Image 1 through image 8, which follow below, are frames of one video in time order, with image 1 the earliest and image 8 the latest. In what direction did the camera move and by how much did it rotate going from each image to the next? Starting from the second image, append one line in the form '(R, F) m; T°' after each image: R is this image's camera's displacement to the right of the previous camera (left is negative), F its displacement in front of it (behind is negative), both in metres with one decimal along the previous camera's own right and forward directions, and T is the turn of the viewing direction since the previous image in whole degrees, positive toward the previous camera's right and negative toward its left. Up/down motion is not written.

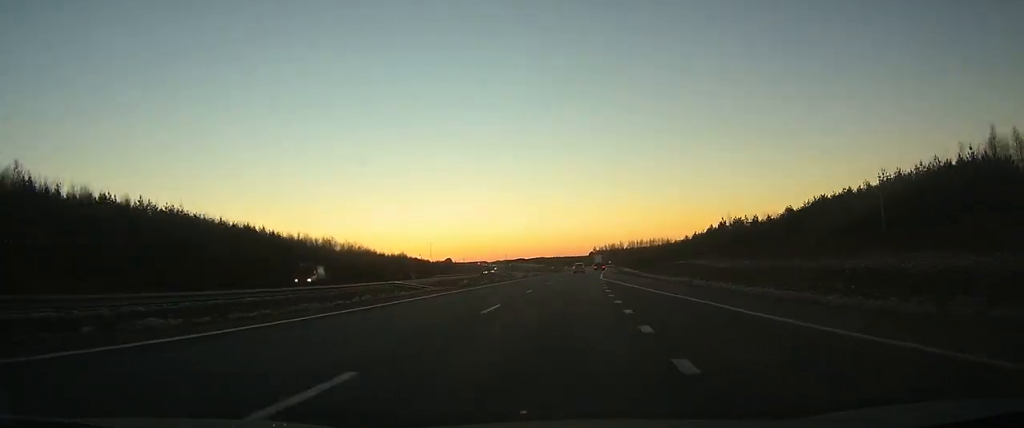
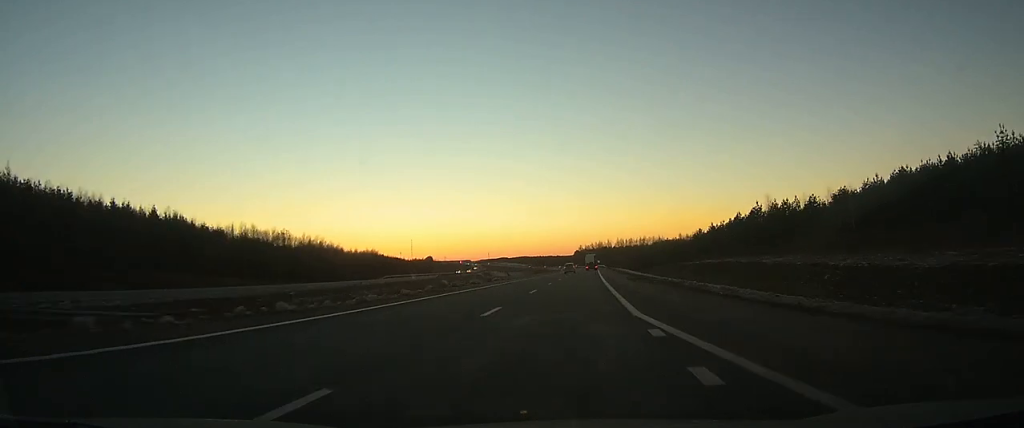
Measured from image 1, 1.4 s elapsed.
(+0.3, +31.0) m; +1°
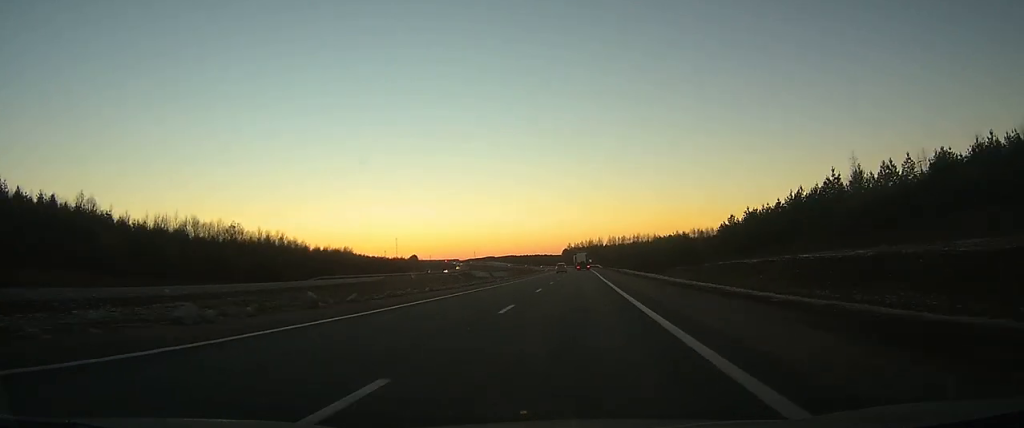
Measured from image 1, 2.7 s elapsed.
(+0.1, +30.2) m; +1°
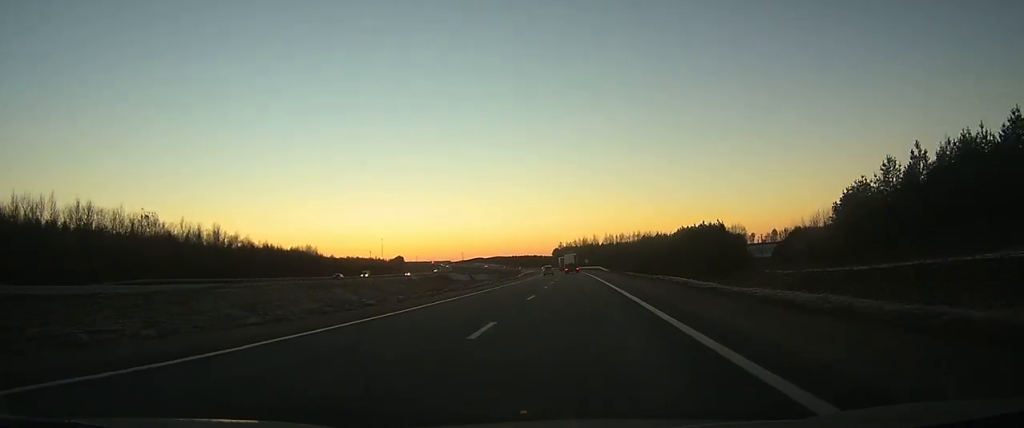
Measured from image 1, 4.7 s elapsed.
(+0.8, +47.1) m; +1°
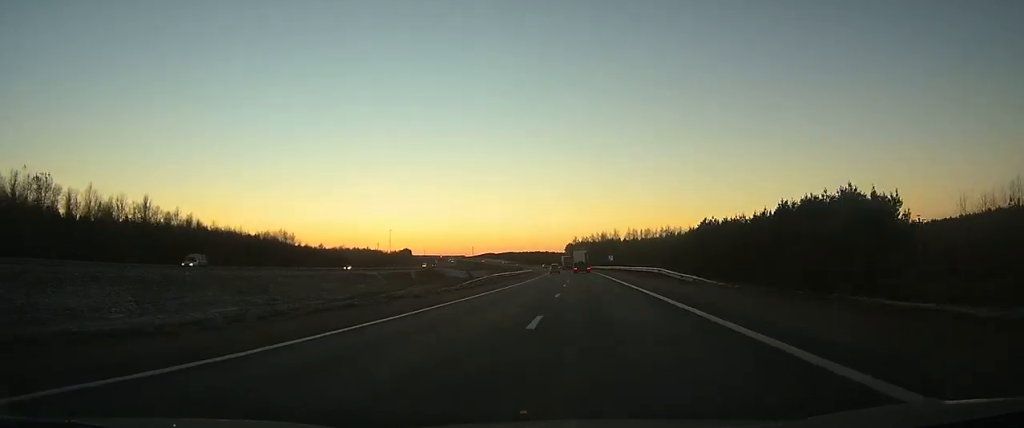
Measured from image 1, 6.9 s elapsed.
(-0.1, +53.7) m; 0°
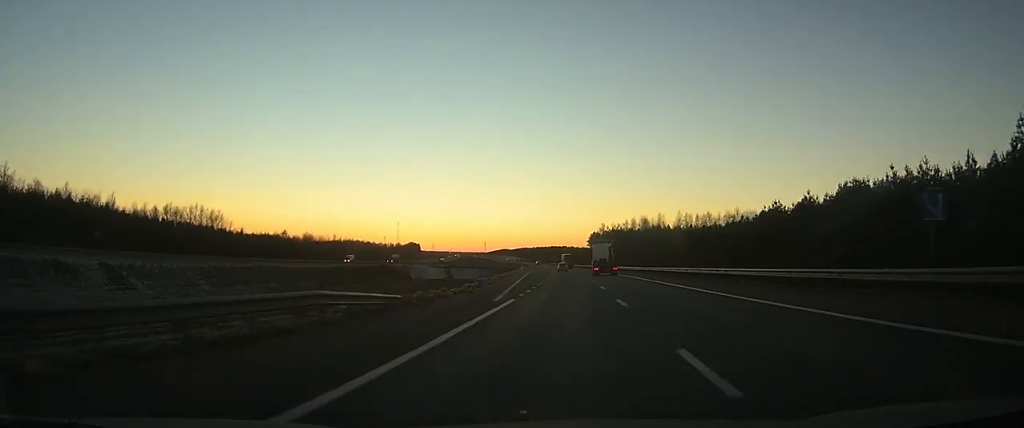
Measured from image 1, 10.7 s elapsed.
(-0.8, +90.6) m; -1°
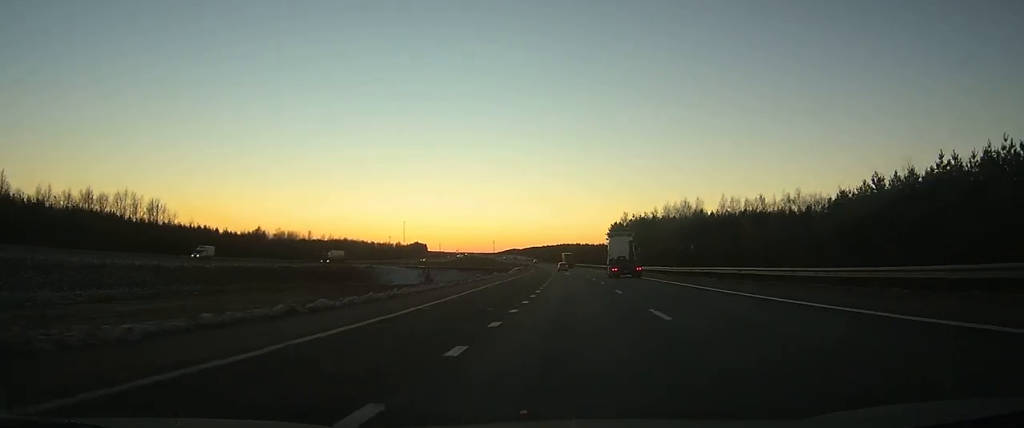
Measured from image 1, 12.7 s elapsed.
(-0.7, +48.7) m; -1°
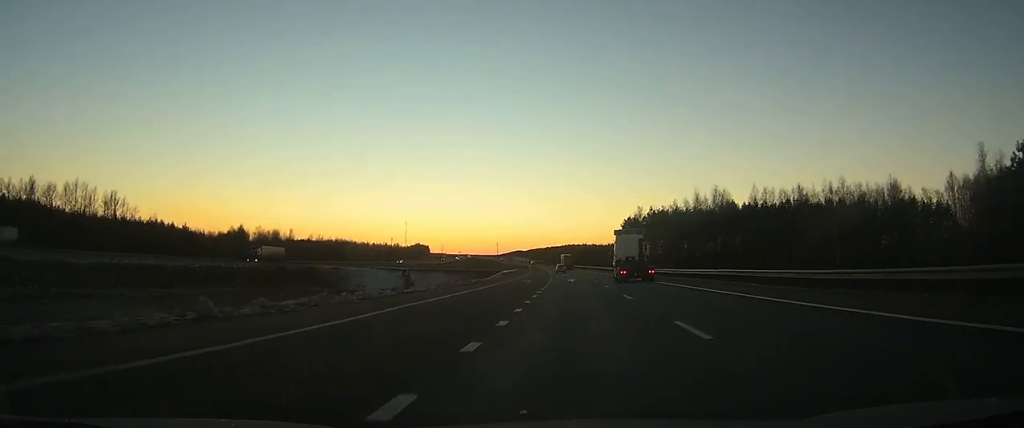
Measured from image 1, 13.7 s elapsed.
(-0.2, +31.6) m; -1°
